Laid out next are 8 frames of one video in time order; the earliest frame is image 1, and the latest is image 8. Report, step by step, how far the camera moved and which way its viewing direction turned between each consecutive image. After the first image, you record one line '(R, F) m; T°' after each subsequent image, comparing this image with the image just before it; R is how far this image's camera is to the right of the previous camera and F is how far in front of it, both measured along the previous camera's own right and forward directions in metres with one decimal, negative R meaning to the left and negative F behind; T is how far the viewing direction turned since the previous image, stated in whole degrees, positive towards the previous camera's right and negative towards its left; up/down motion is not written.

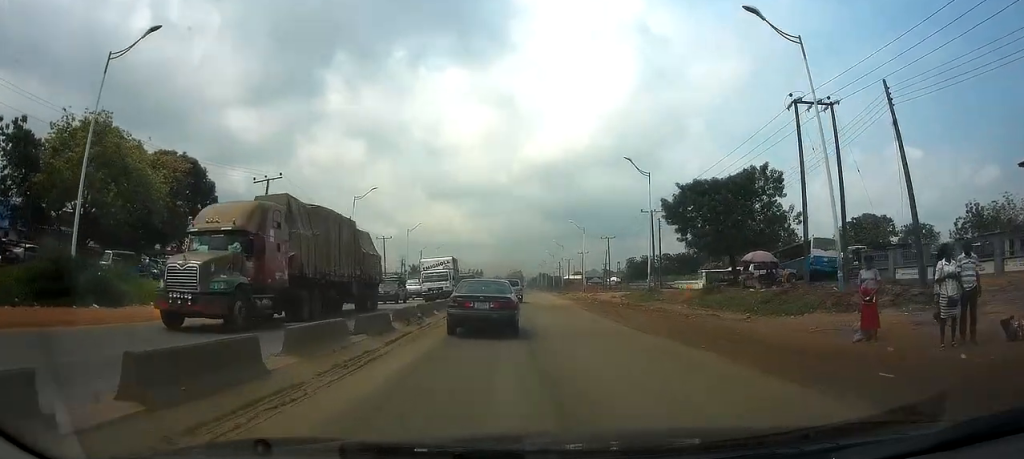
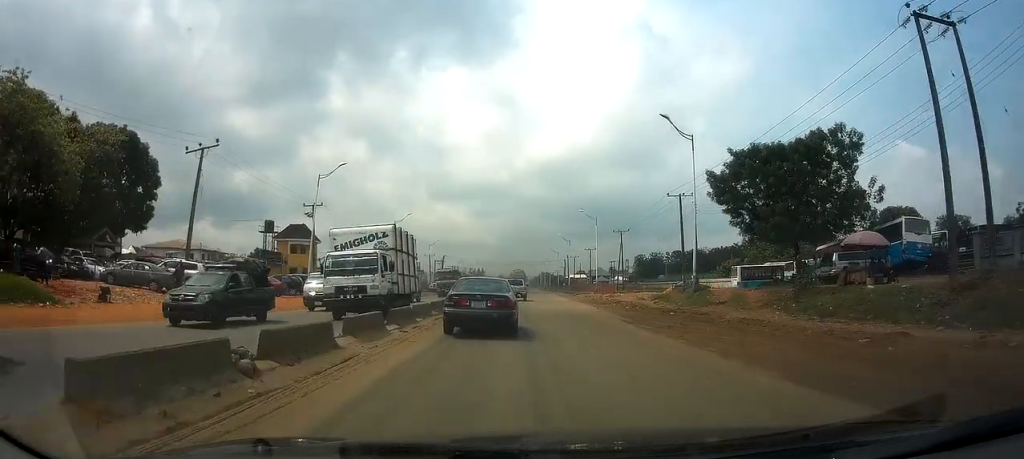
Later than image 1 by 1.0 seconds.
(-0.1, +11.6) m; 0°
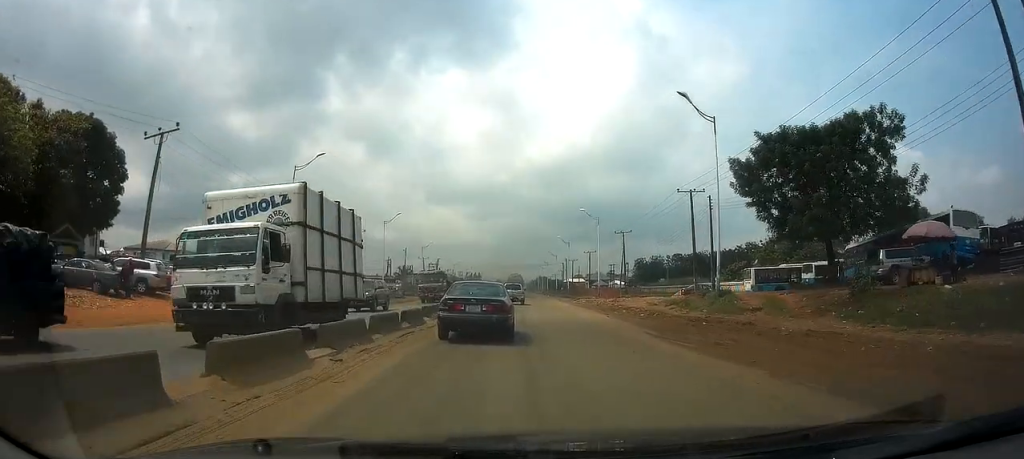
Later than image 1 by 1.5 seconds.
(0.0, +5.0) m; +1°
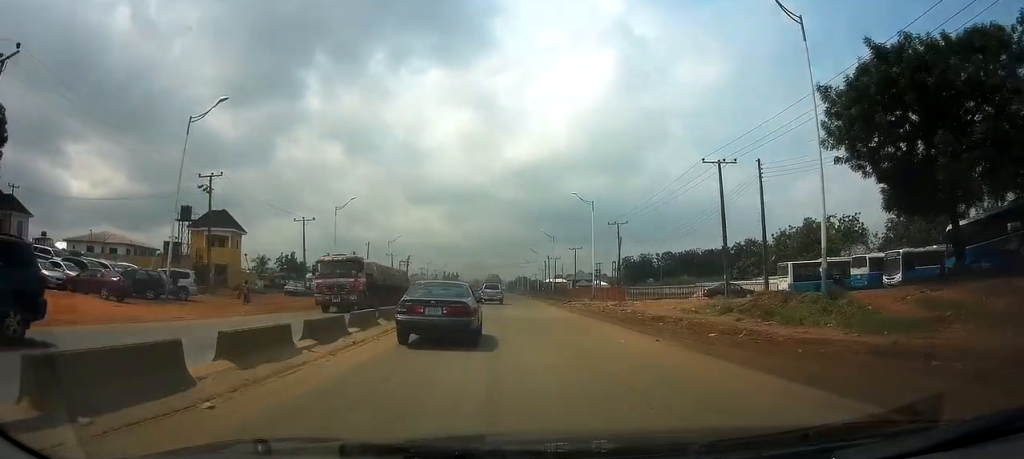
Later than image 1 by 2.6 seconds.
(+0.3, +13.5) m; +1°
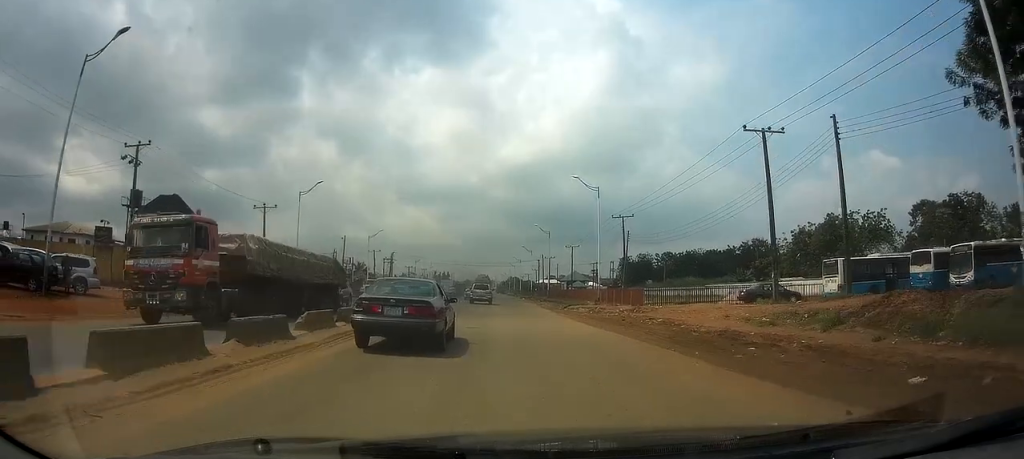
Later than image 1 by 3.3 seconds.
(+0.1, +8.9) m; 0°
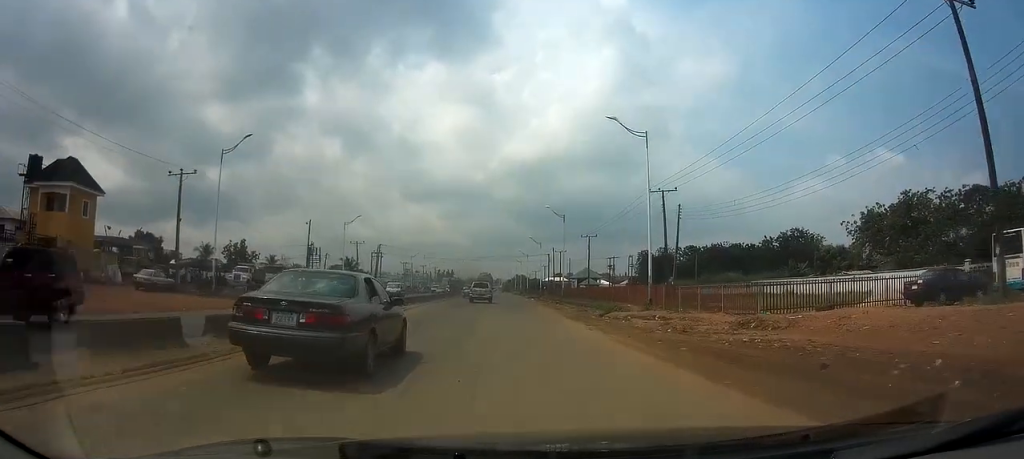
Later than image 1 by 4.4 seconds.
(0.0, +17.3) m; 0°
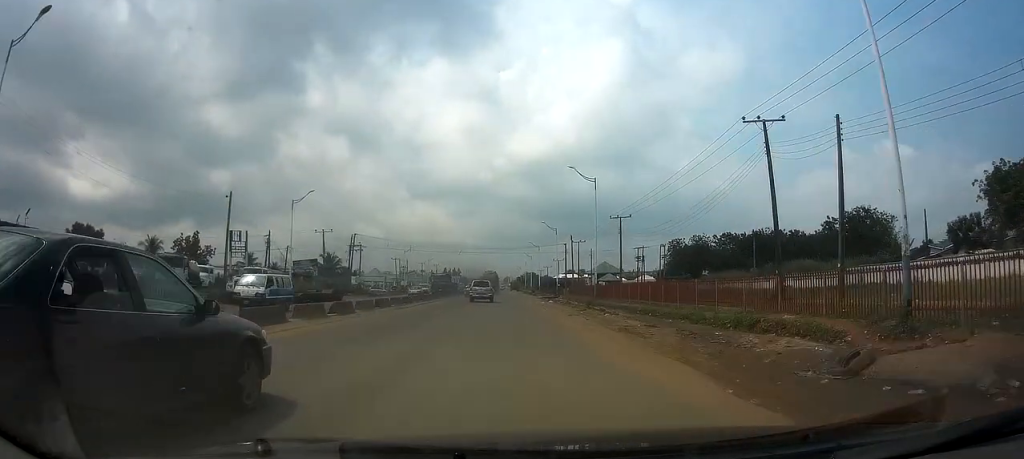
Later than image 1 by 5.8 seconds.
(-0.1, +22.2) m; -1°
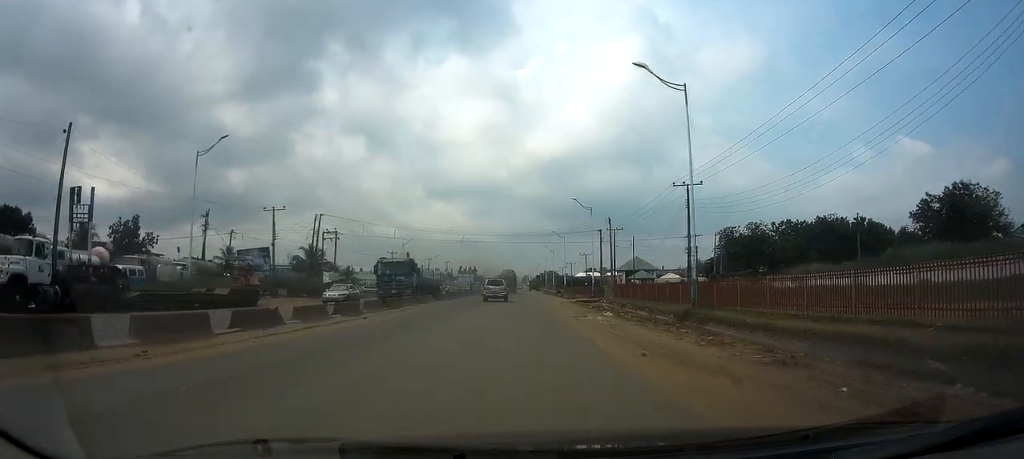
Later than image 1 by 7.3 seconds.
(-0.2, +23.0) m; -1°
